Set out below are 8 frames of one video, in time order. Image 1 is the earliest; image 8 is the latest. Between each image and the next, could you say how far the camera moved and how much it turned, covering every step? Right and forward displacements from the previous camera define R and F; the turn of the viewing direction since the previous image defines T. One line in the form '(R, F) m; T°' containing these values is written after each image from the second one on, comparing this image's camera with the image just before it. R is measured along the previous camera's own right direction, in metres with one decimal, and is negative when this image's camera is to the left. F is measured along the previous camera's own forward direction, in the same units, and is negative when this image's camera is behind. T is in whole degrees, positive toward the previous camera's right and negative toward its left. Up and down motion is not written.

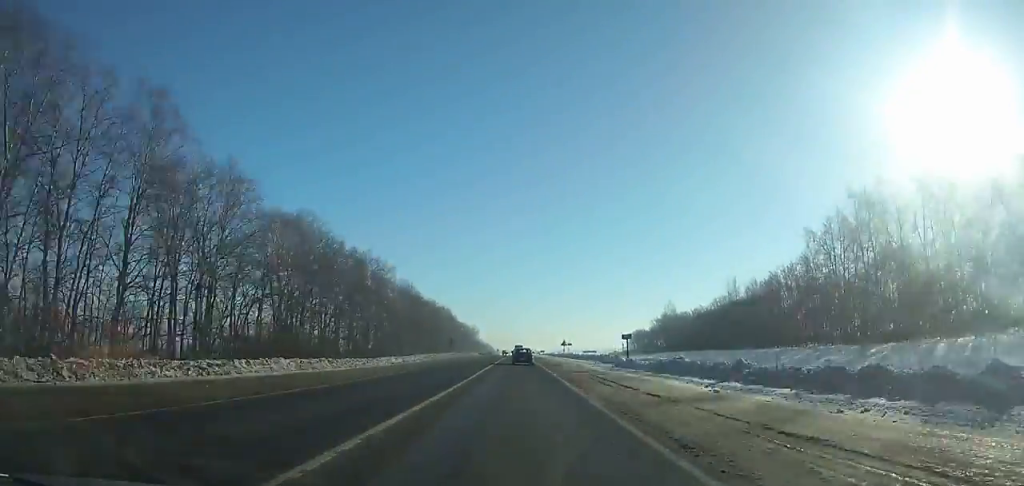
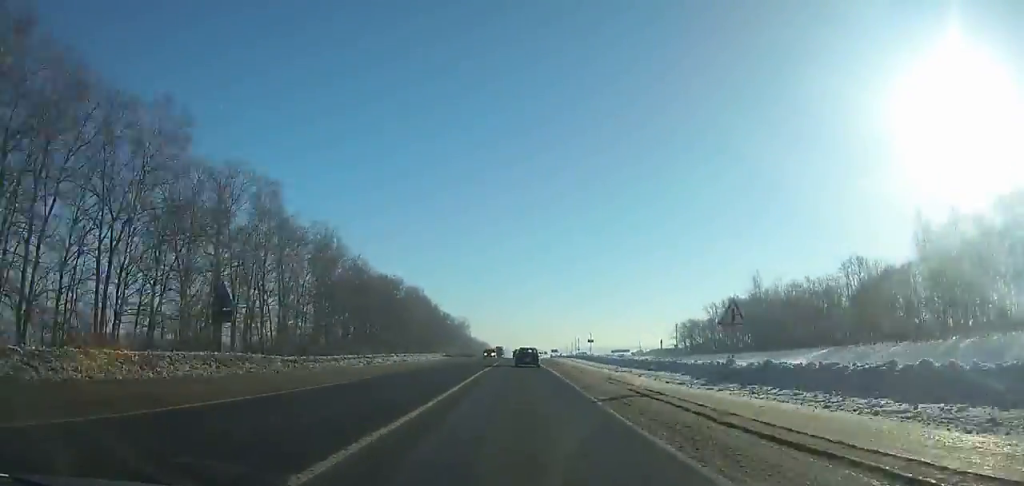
(-0.1, +73.7) m; 0°
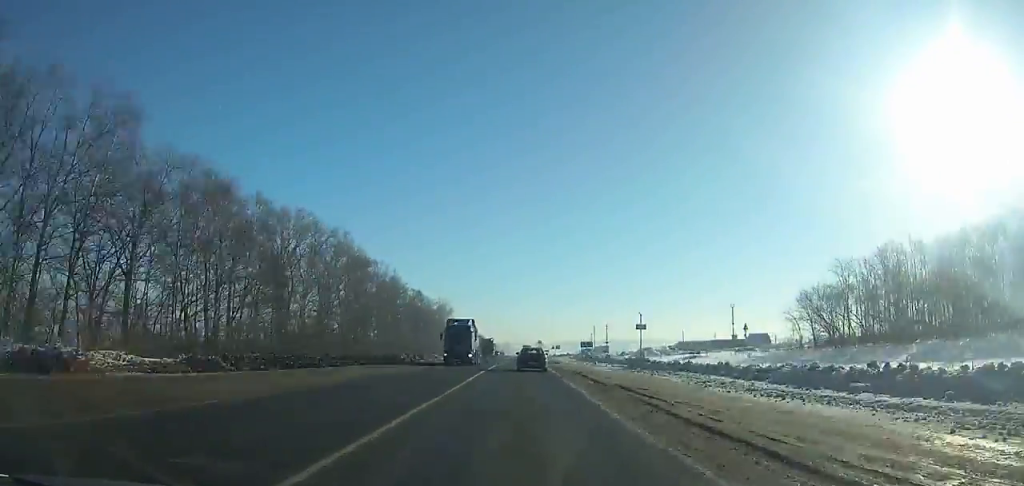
(-0.3, +78.0) m; 0°
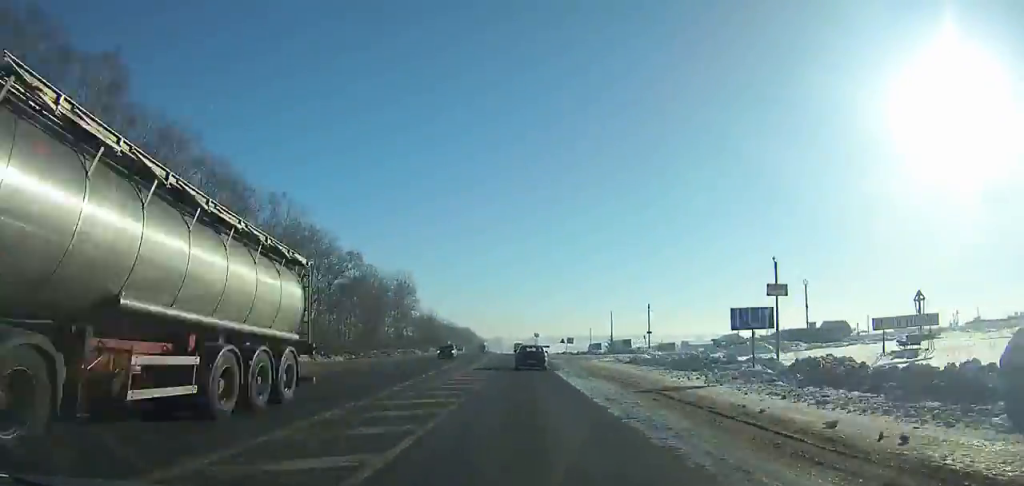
(+0.3, +63.9) m; 0°
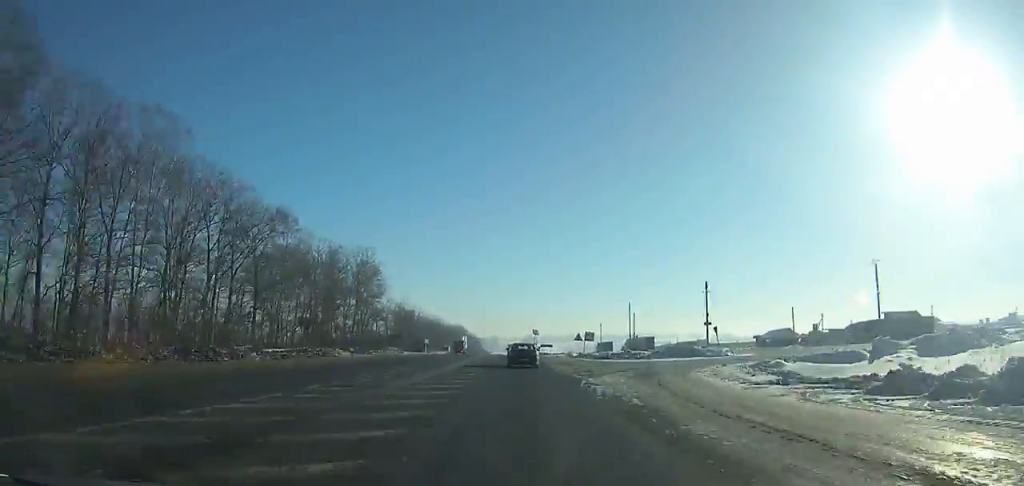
(+0.1, +35.9) m; 0°
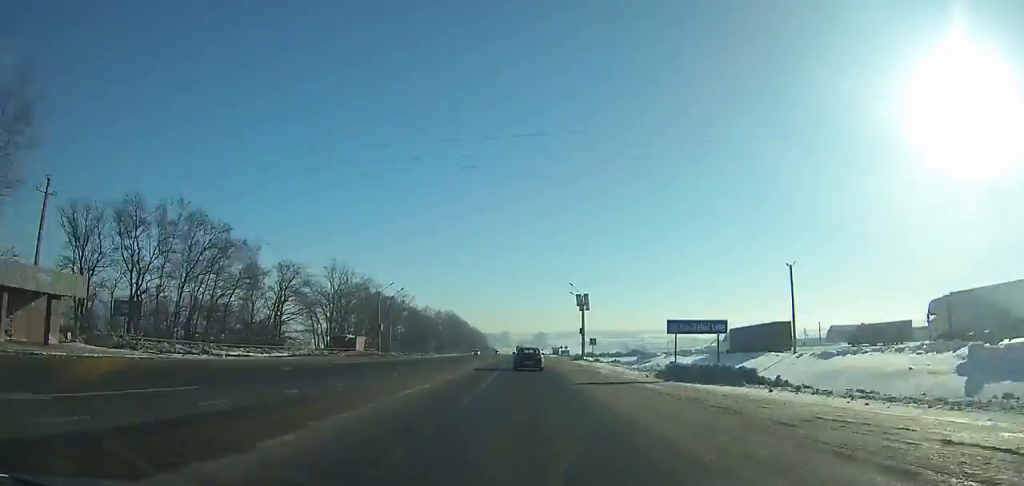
(-0.1, +119.8) m; 0°
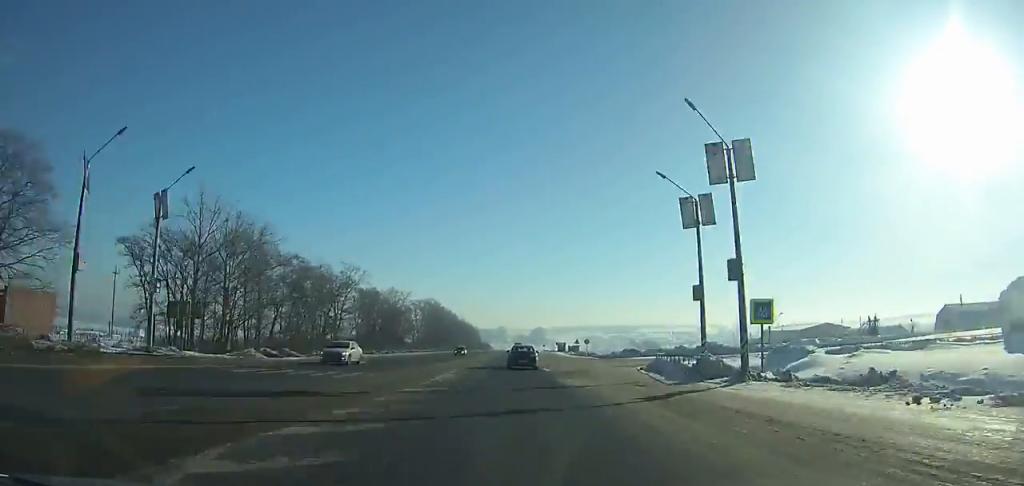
(+0.2, +54.0) m; 0°
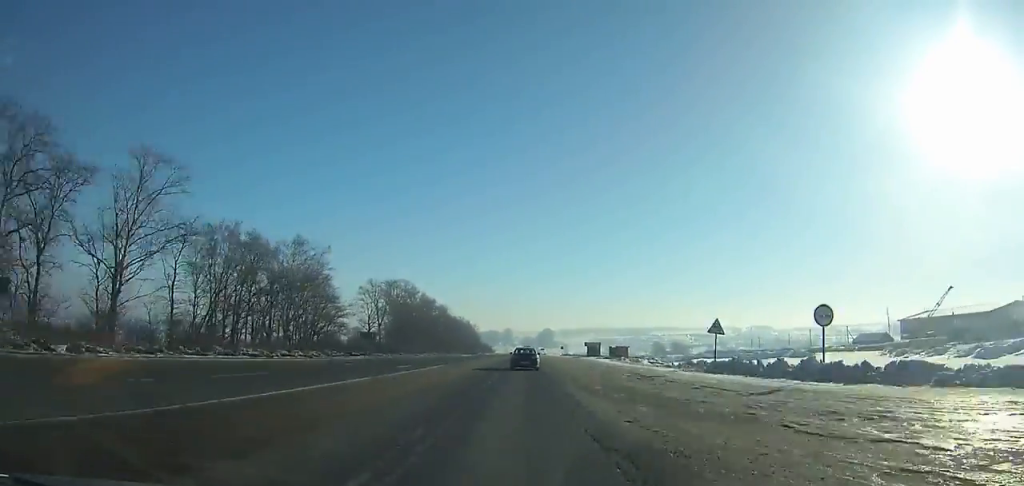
(-0.3, +77.9) m; 0°
